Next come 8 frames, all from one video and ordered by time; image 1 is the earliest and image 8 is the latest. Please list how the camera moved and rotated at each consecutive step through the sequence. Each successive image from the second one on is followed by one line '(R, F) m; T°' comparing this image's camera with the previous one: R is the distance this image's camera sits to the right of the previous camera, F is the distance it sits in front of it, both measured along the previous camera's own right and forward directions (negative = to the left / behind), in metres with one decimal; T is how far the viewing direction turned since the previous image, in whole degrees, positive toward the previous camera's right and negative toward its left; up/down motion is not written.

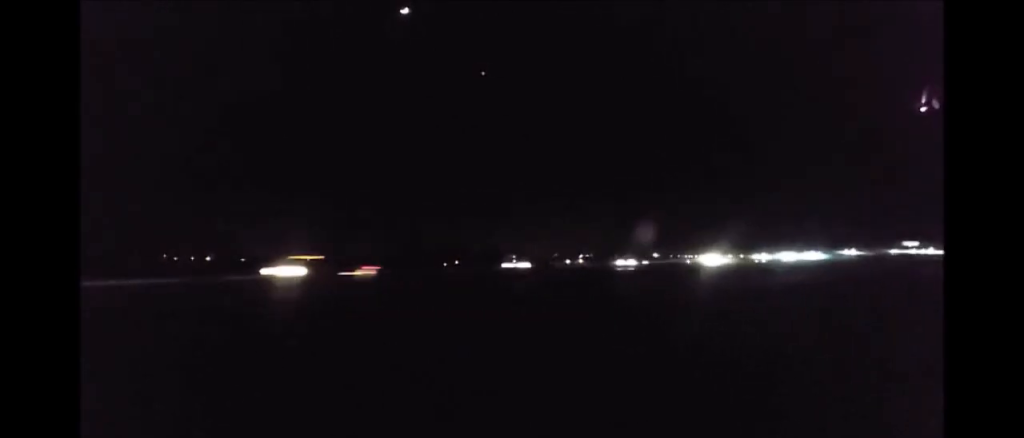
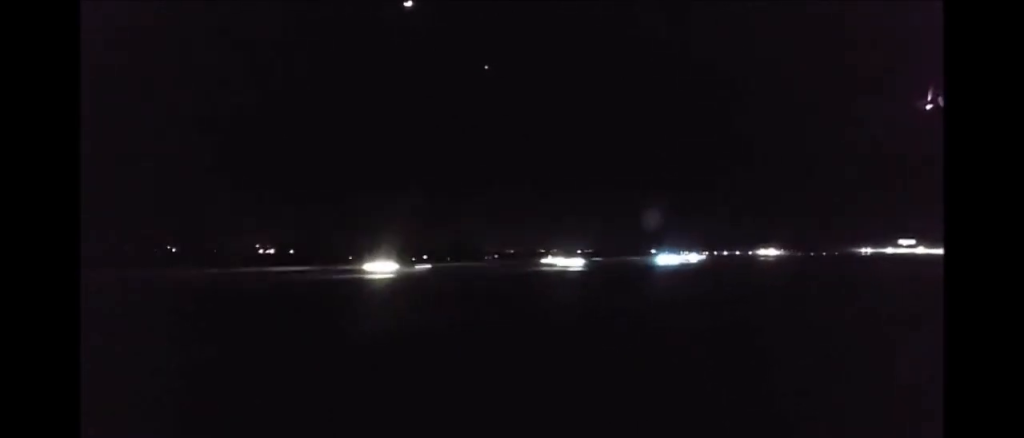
(0.0, +39.8) m; 0°
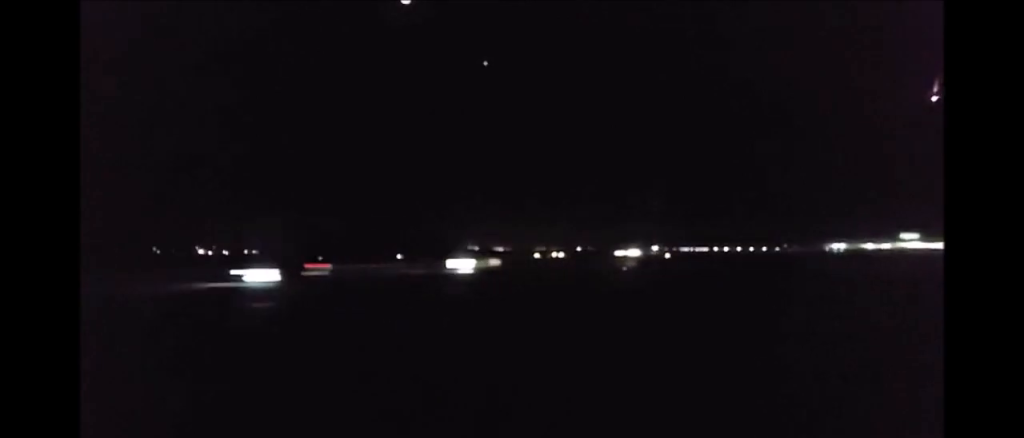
(0.0, +27.9) m; -1°
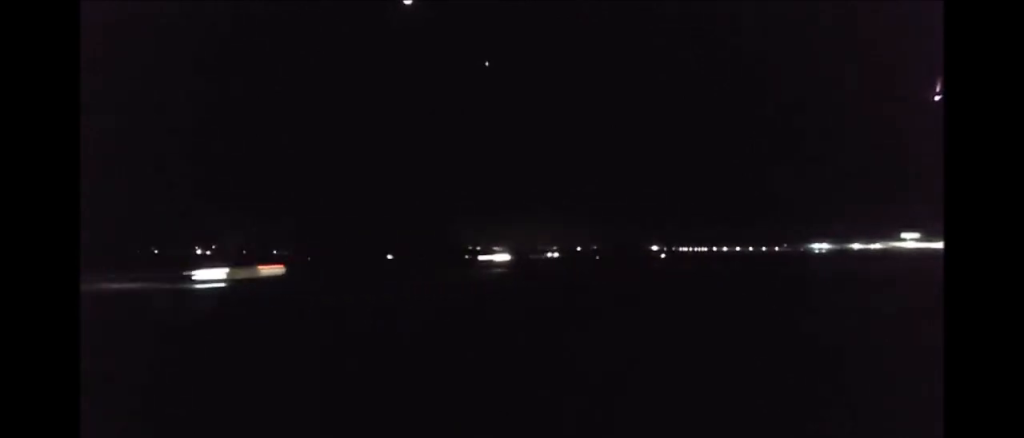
(0.0, +12.1) m; 0°
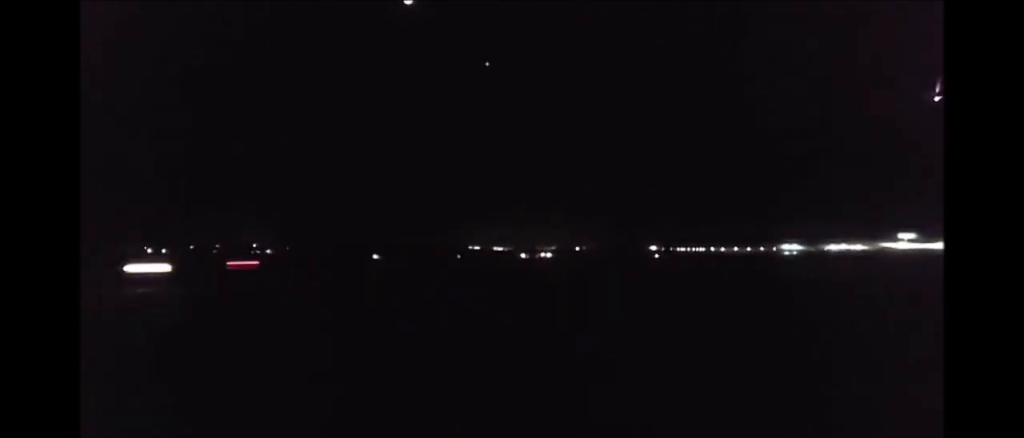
(-0.3, +14.0) m; 0°
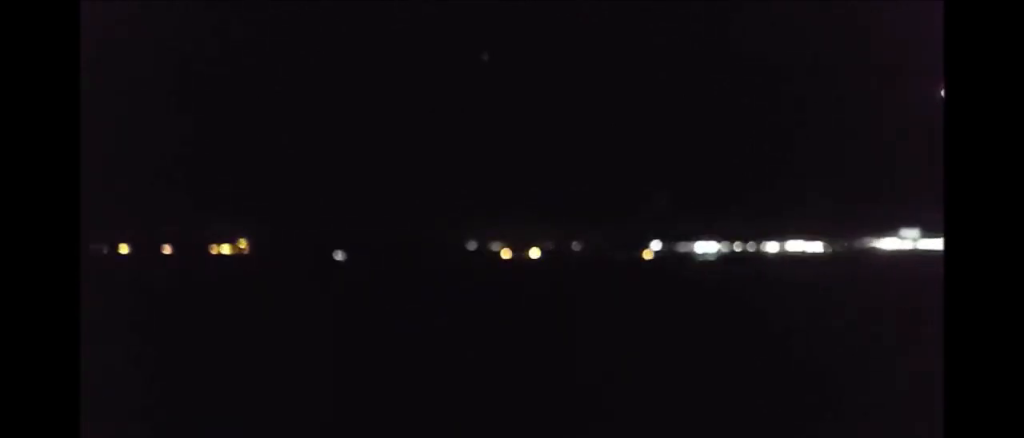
(+0.3, +26.3) m; +1°
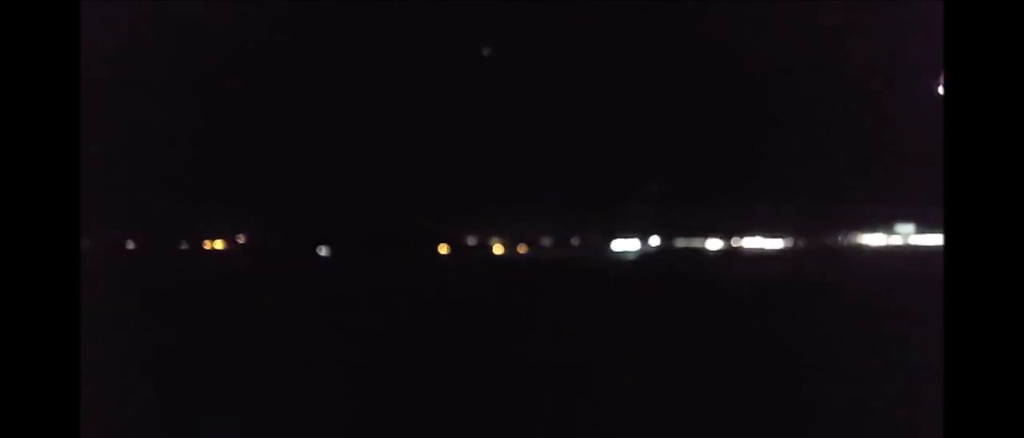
(+0.2, +14.1) m; 0°
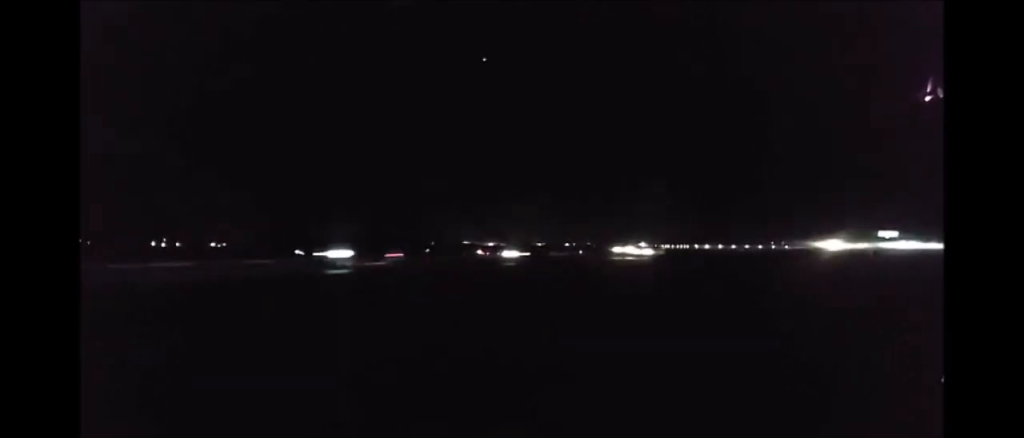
(-0.3, +22.4) m; -1°
